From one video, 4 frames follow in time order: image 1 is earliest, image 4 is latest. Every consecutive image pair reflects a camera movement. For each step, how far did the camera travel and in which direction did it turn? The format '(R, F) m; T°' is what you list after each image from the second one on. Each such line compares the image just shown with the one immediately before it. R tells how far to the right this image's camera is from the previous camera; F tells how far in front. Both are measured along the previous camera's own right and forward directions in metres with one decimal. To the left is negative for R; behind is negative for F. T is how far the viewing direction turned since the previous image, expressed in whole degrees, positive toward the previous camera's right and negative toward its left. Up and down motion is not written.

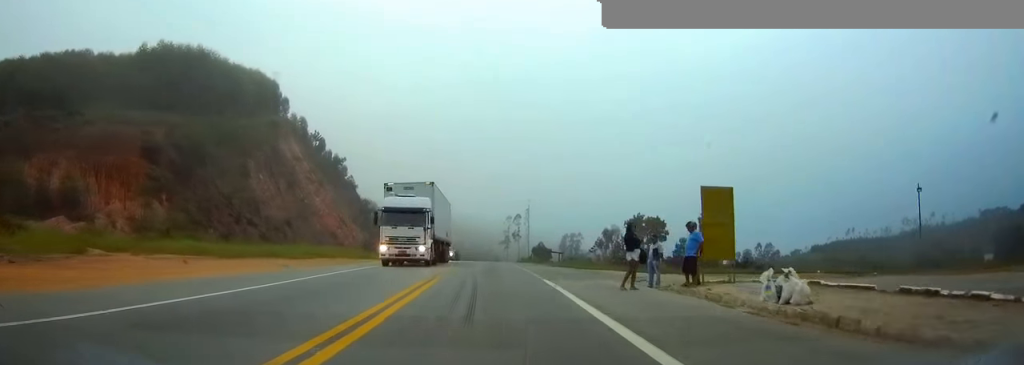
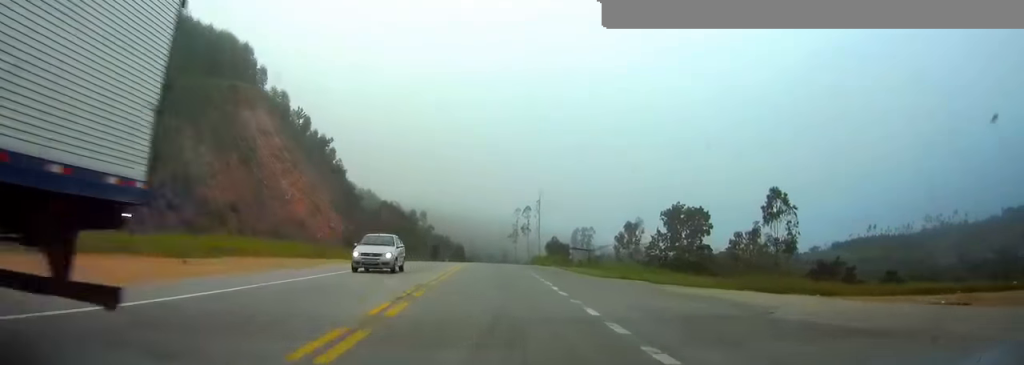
(-0.4, +24.7) m; -1°
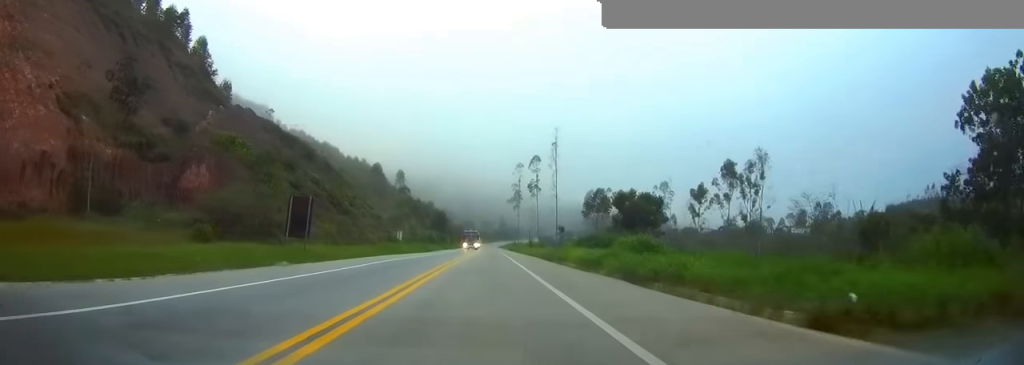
(+0.6, +83.2) m; +1°
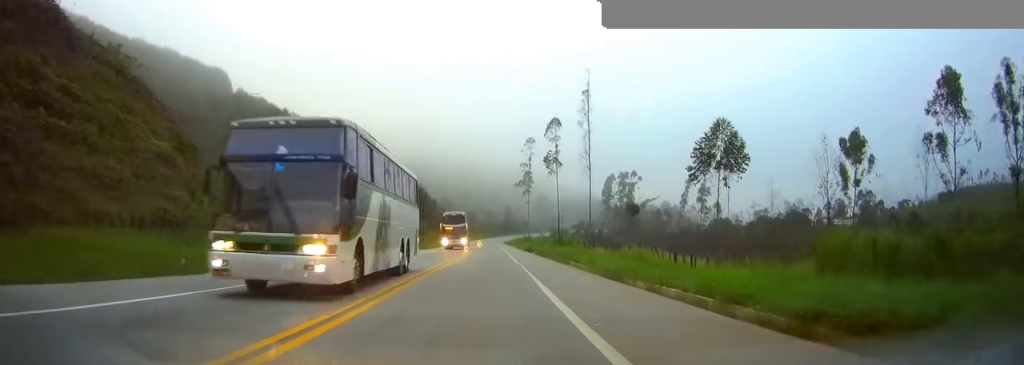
(0.0, +57.1) m; 0°
